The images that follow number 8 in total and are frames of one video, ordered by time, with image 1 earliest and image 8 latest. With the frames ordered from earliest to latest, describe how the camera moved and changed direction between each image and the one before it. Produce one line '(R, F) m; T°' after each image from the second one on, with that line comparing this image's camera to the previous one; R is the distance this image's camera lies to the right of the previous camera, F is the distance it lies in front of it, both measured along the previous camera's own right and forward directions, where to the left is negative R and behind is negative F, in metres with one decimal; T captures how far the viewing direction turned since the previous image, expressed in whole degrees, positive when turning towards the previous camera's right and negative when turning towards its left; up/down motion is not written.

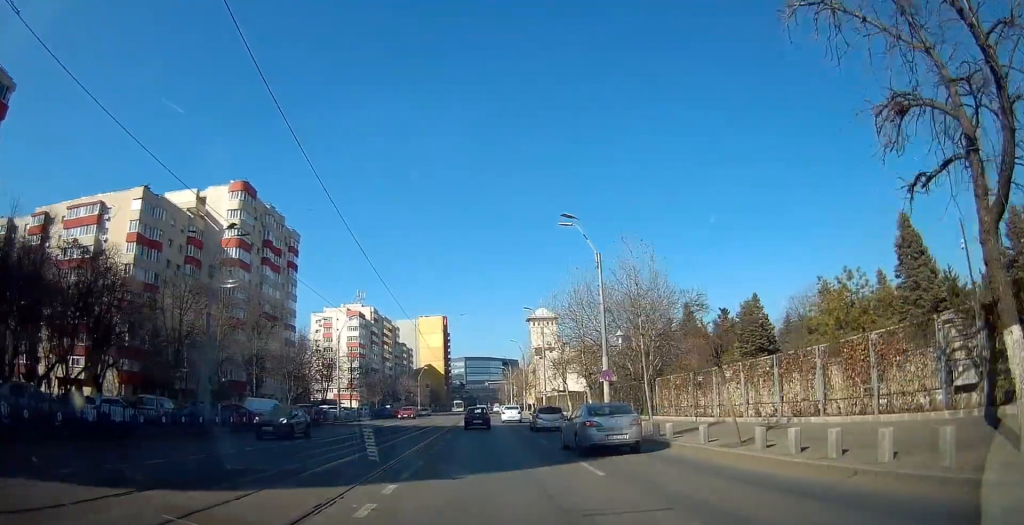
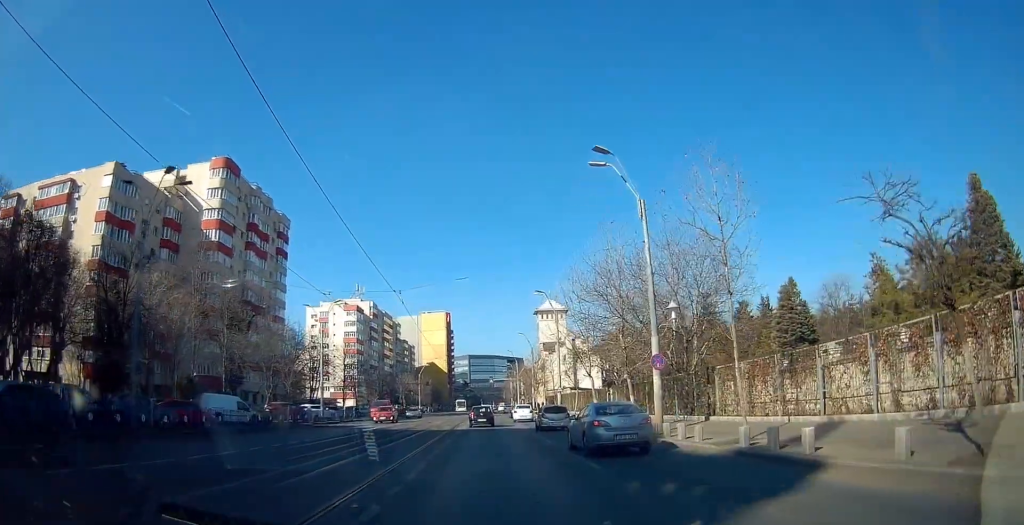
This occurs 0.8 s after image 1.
(-0.1, +8.5) m; -1°
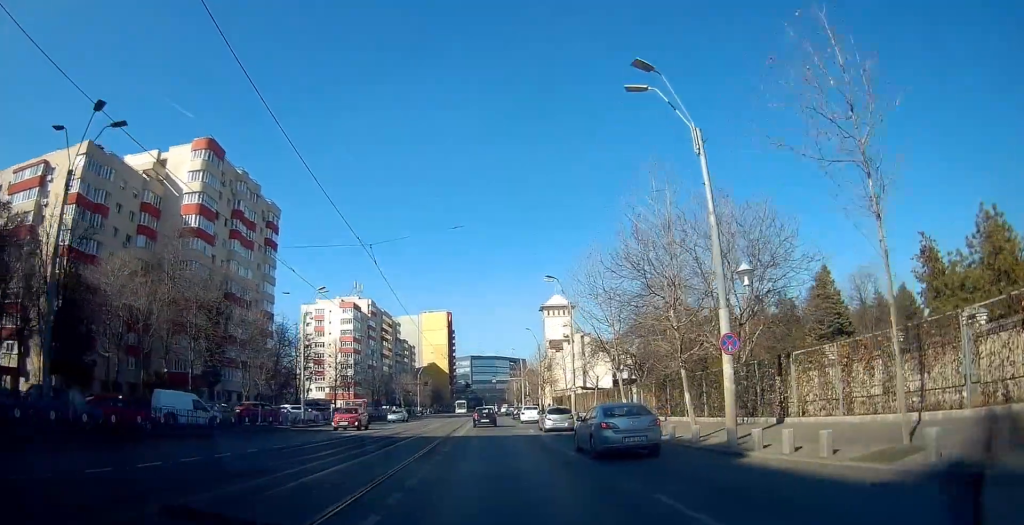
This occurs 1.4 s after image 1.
(-0.1, +6.7) m; -1°
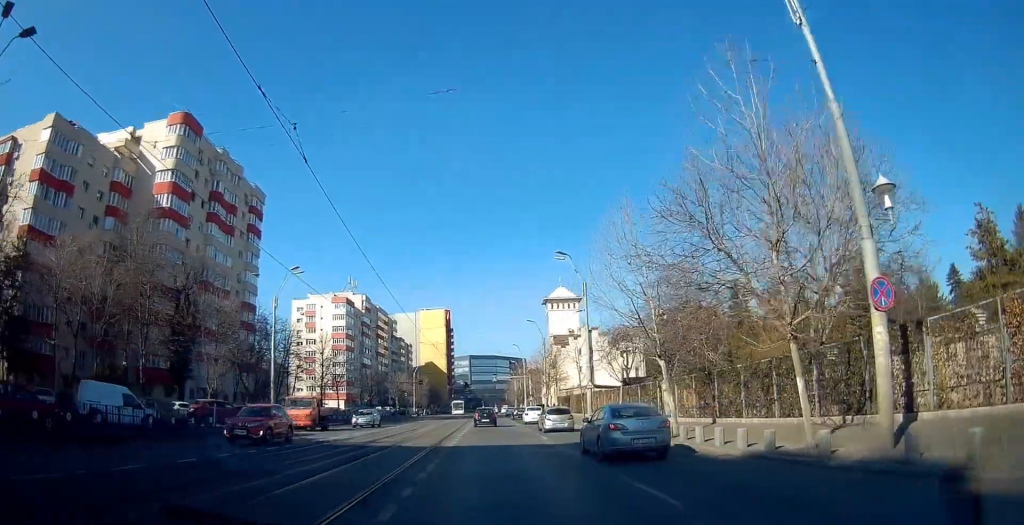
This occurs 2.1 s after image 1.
(-0.1, +7.2) m; +1°
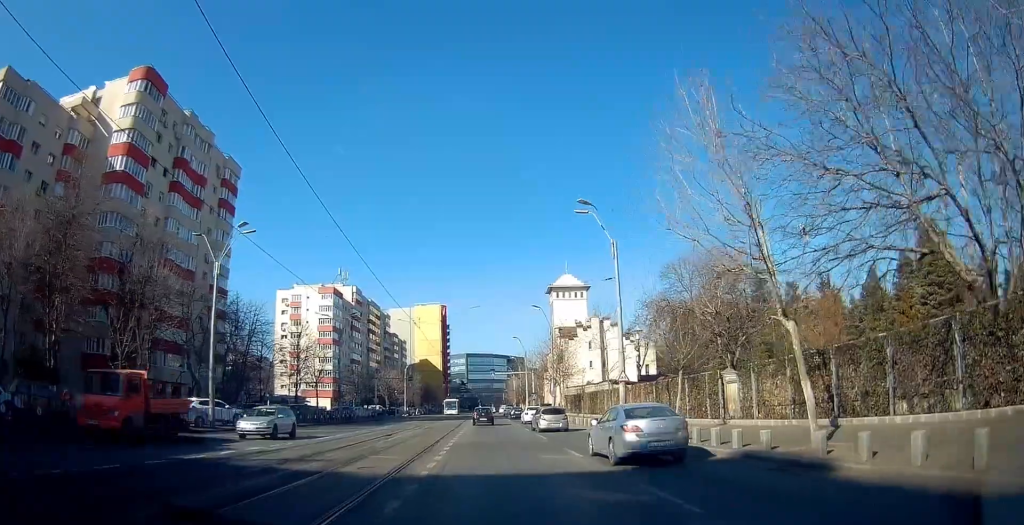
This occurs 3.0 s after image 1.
(+0.2, +9.9) m; +2°
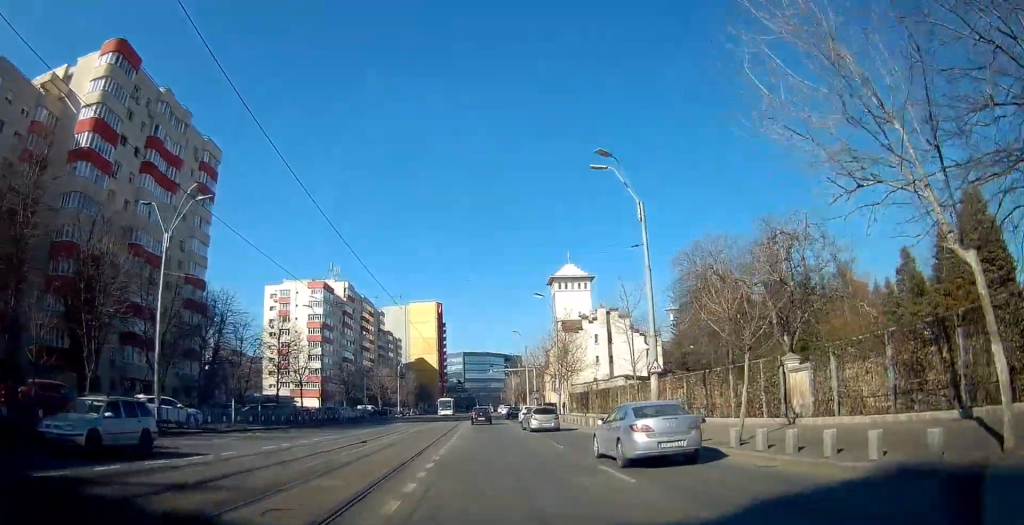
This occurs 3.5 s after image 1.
(0.0, +6.0) m; 0°
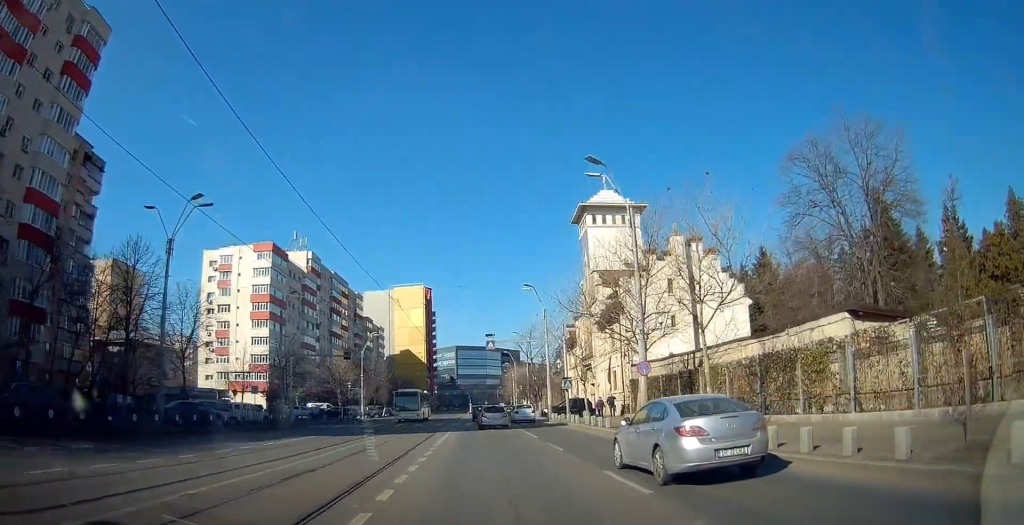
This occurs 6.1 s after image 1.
(-1.4, +29.0) m; -2°
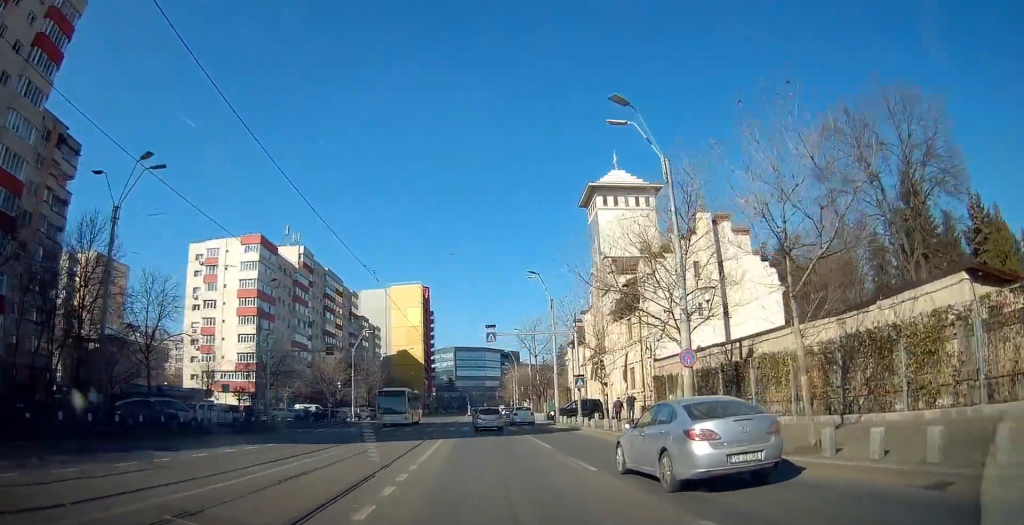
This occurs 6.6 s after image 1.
(+0.1, +5.4) m; +1°
